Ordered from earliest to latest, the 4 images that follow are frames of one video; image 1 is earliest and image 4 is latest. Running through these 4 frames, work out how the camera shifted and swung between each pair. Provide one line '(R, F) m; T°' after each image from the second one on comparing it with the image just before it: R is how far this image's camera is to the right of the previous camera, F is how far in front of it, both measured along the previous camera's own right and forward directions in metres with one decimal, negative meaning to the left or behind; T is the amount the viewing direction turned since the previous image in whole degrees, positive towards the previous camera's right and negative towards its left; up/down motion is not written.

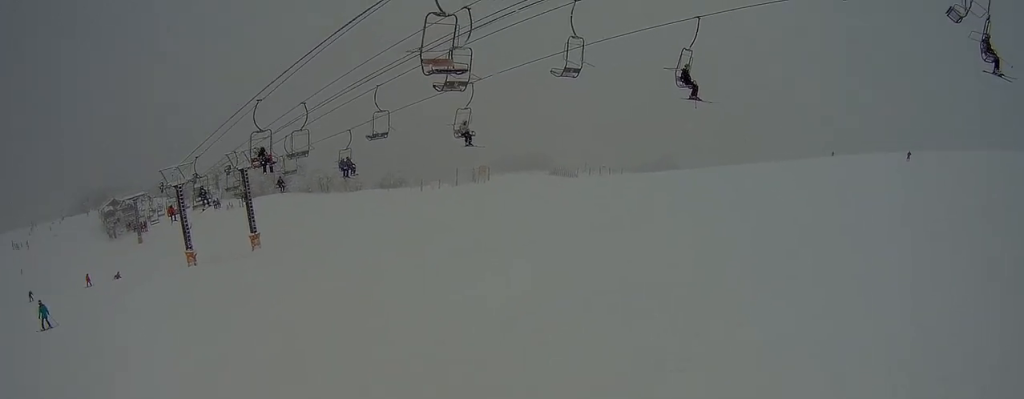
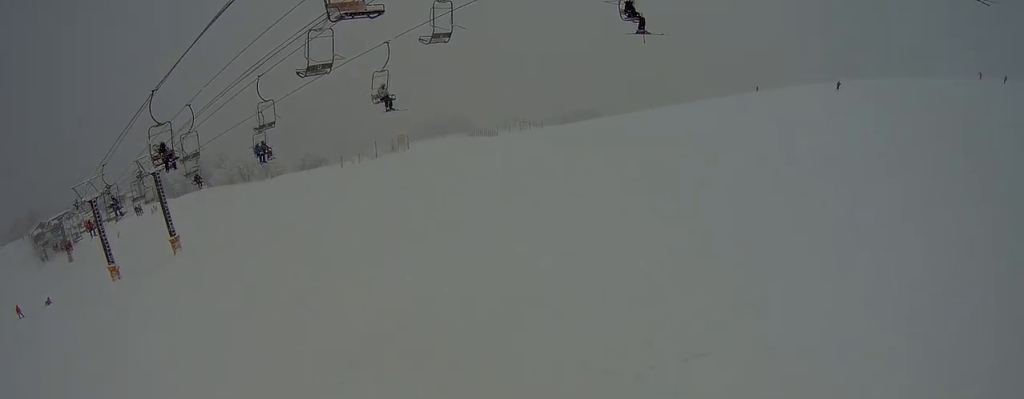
(-0.3, +1.9) m; -16°
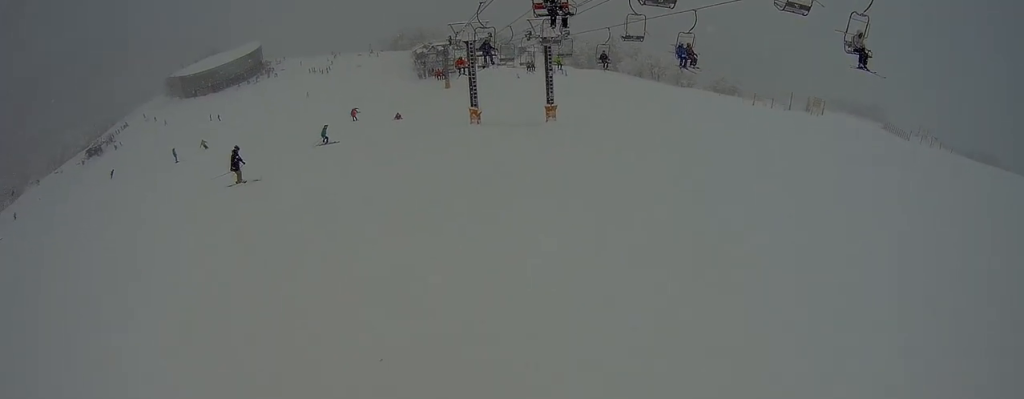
(-1.3, +4.1) m; -65°
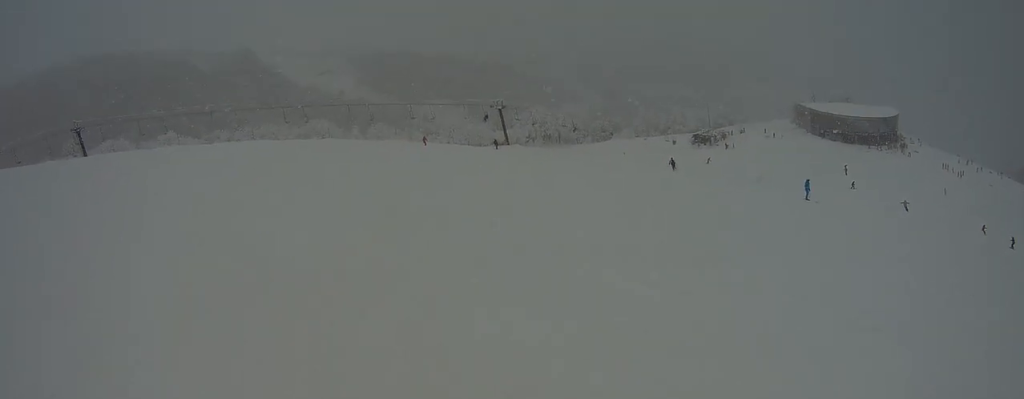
(-11.4, +12.9) m; -65°
